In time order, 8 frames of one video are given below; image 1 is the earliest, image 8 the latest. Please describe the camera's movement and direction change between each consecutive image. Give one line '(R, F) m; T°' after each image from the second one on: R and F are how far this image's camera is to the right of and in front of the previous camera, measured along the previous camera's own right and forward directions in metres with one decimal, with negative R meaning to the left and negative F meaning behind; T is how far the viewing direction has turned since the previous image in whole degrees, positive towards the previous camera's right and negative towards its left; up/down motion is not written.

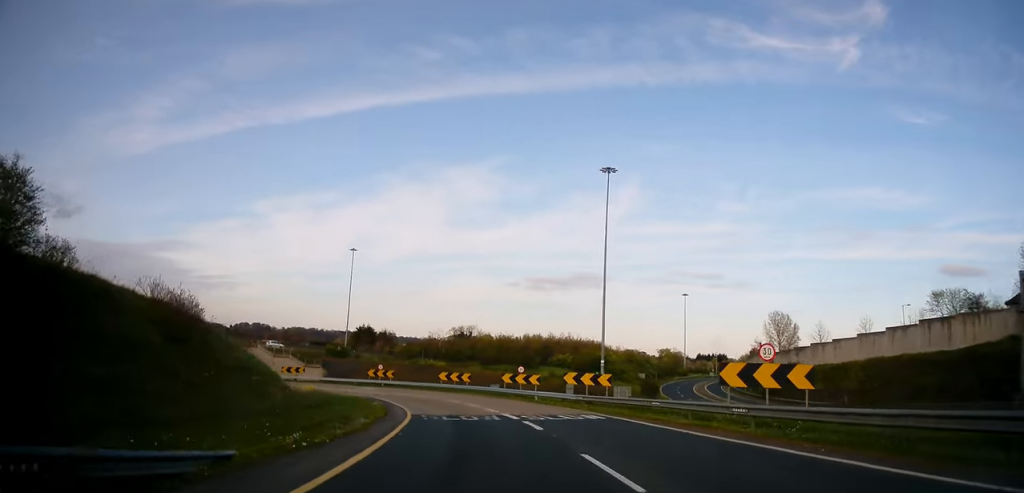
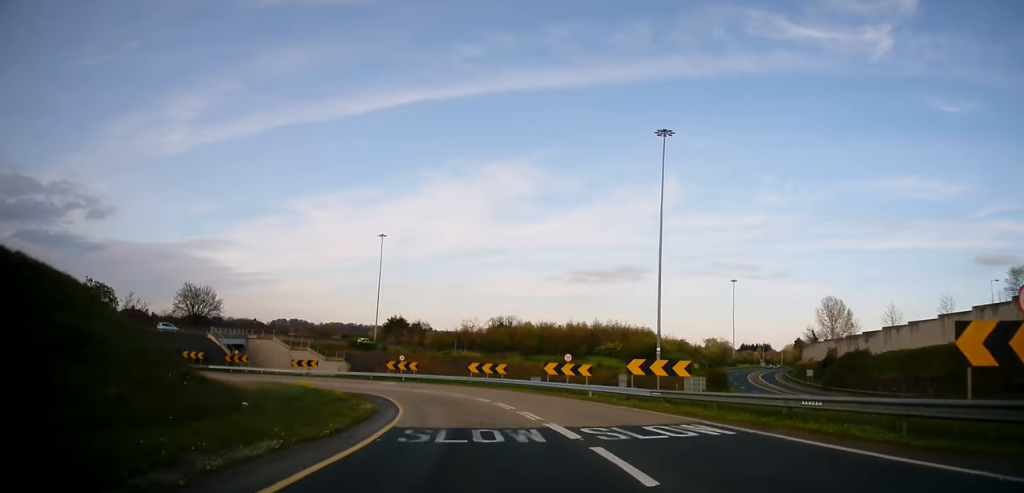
(+0.2, +10.4) m; -4°
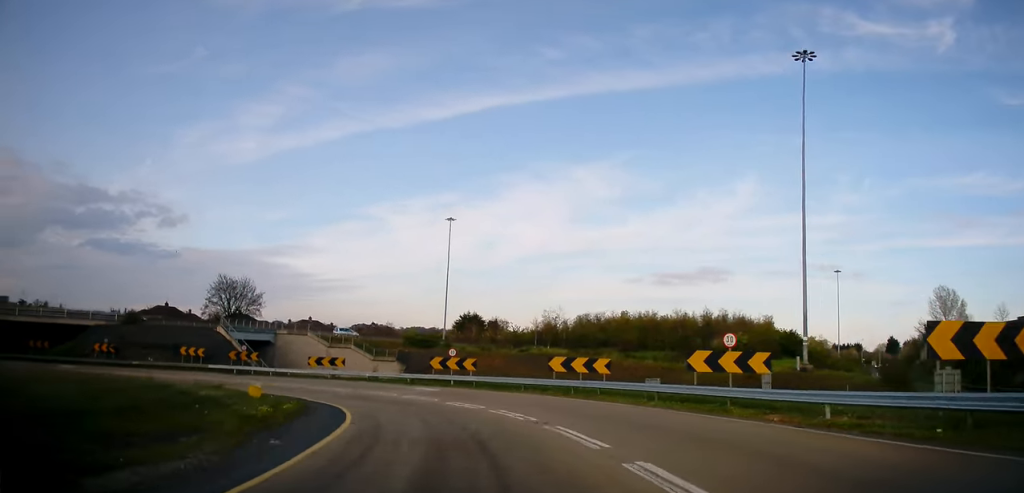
(-2.3, +18.9) m; -13°
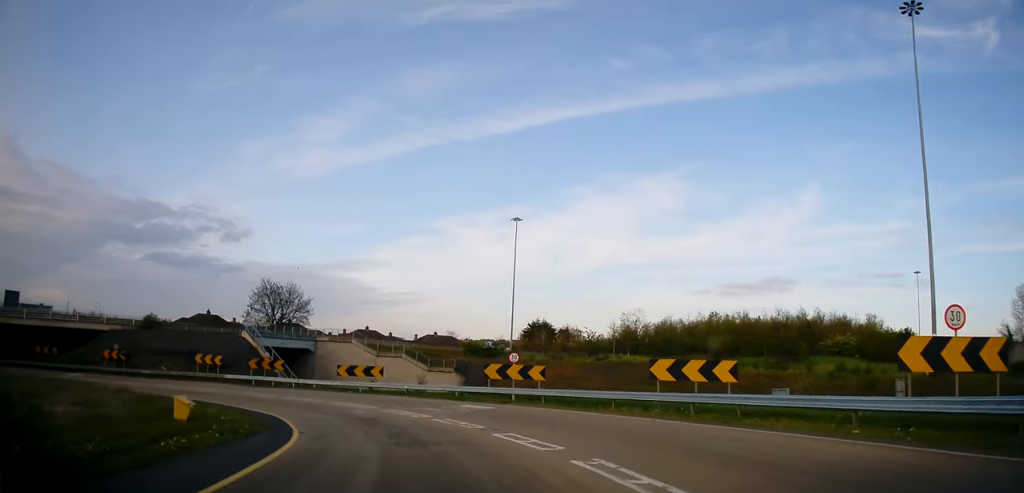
(-0.6, +10.1) m; -9°
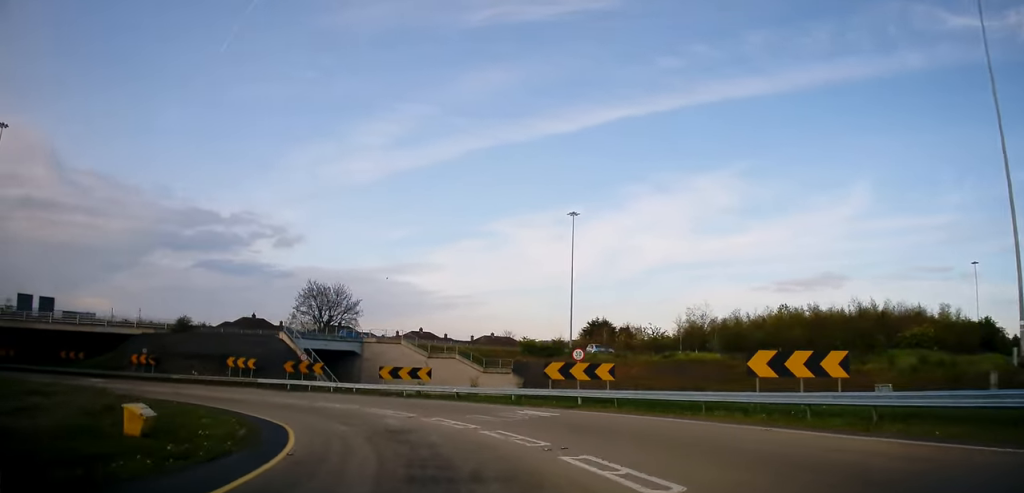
(-0.1, +4.4) m; -5°
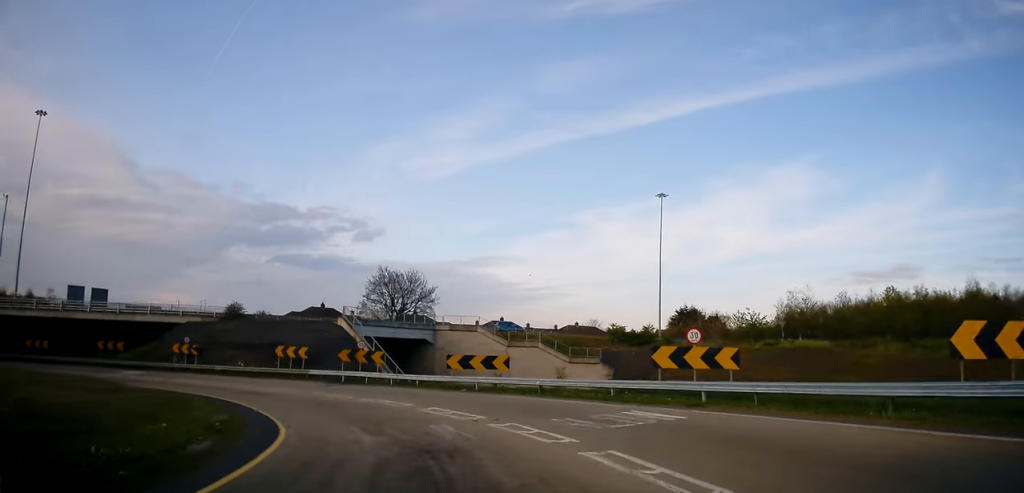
(-0.4, +6.4) m; -9°
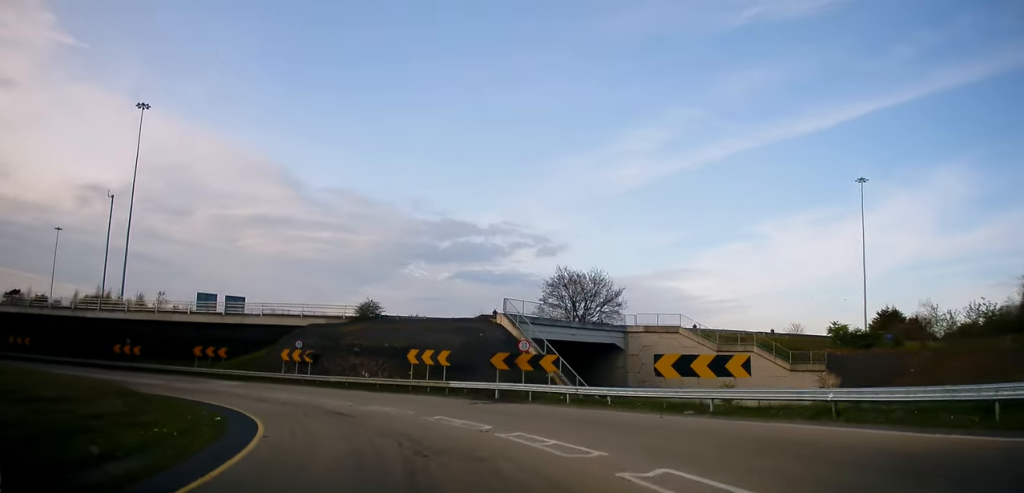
(-2.2, +12.8) m; -20°
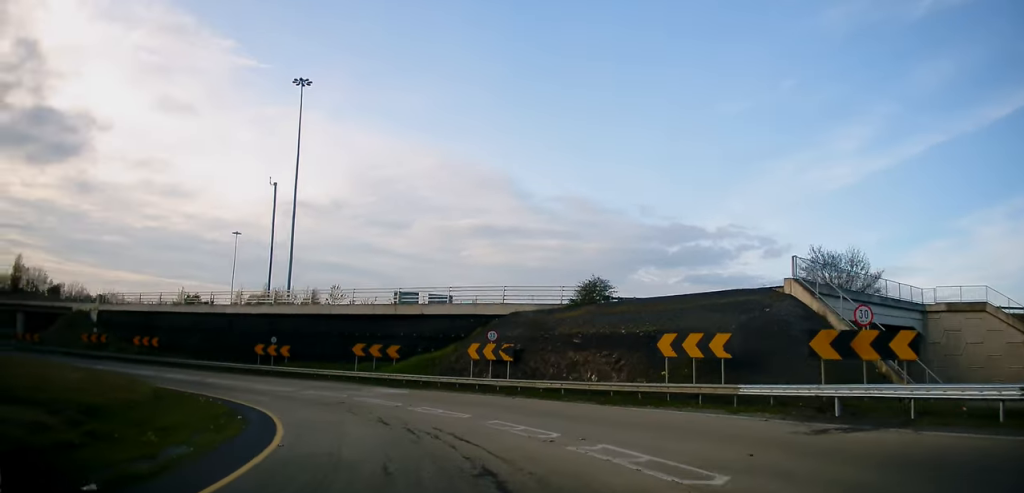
(-2.5, +14.0) m; -22°
